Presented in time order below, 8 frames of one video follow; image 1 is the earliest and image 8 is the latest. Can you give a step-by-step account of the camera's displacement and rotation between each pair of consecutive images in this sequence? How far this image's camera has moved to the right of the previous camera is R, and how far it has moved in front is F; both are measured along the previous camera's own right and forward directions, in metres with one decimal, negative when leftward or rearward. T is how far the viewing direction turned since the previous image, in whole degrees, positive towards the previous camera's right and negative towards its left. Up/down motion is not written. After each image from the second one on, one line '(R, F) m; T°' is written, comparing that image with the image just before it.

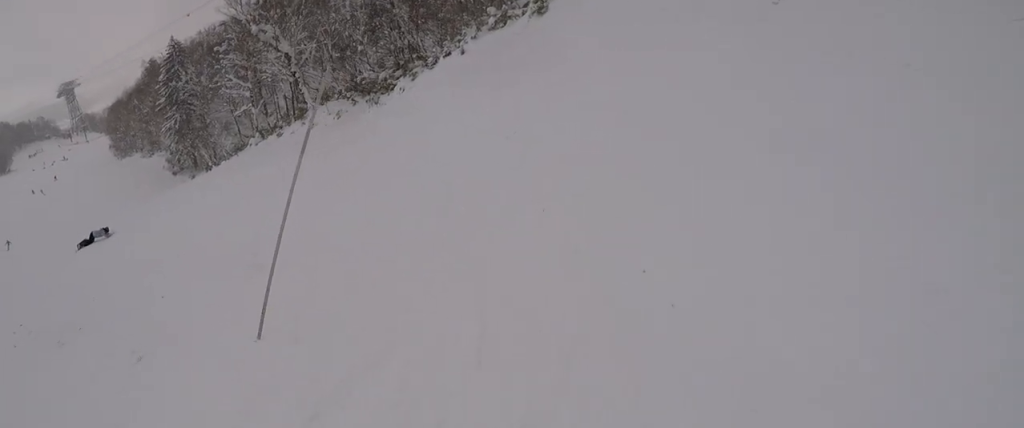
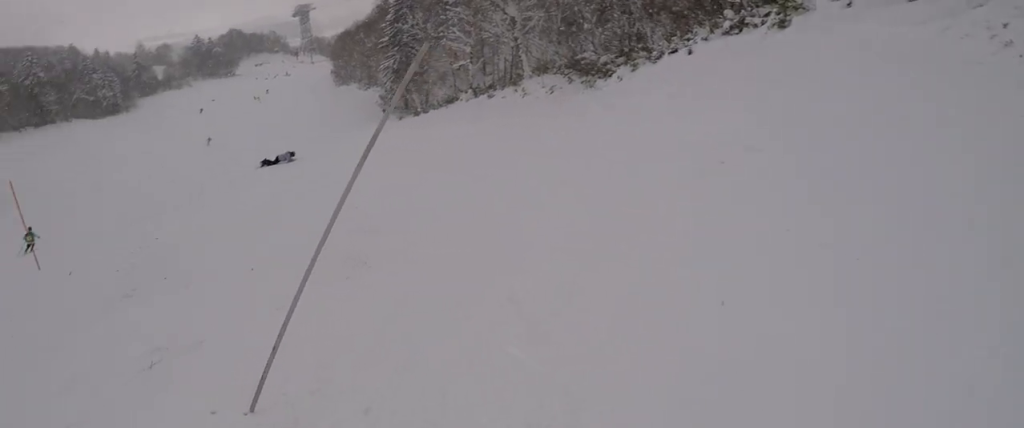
(+0.2, +2.0) m; -2°
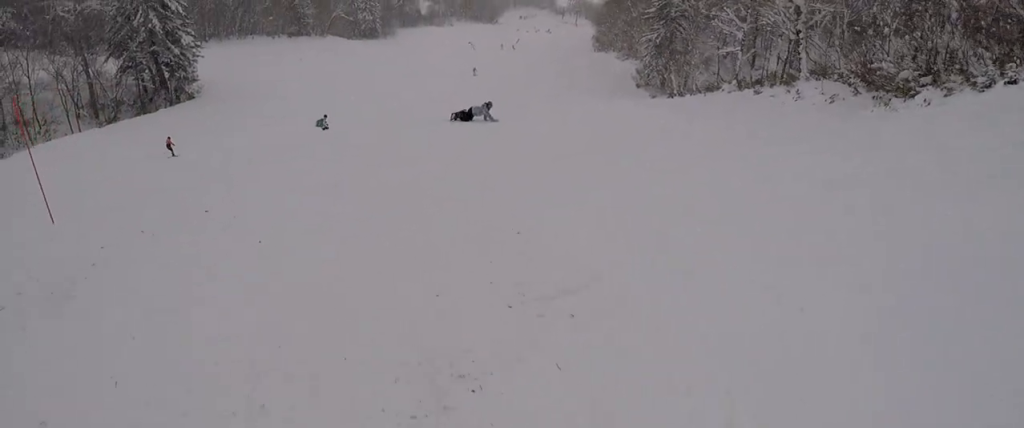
(-1.4, +7.1) m; -22°
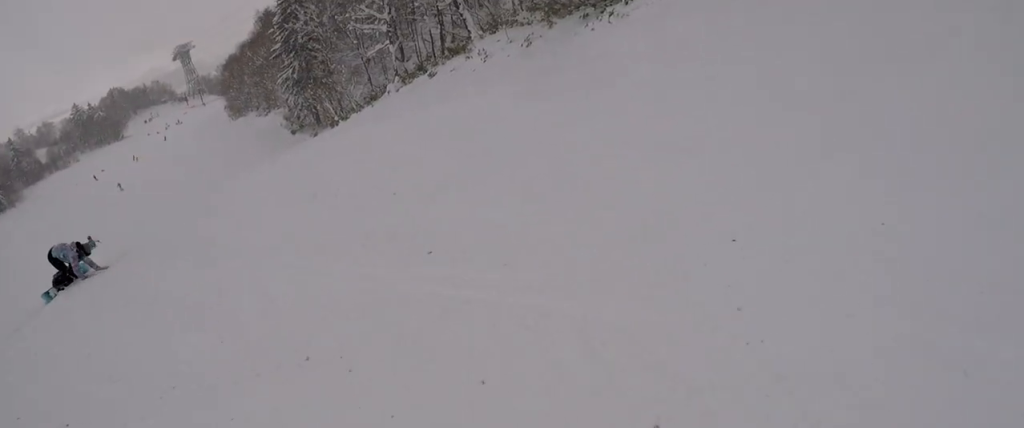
(+0.2, +7.1) m; +17°
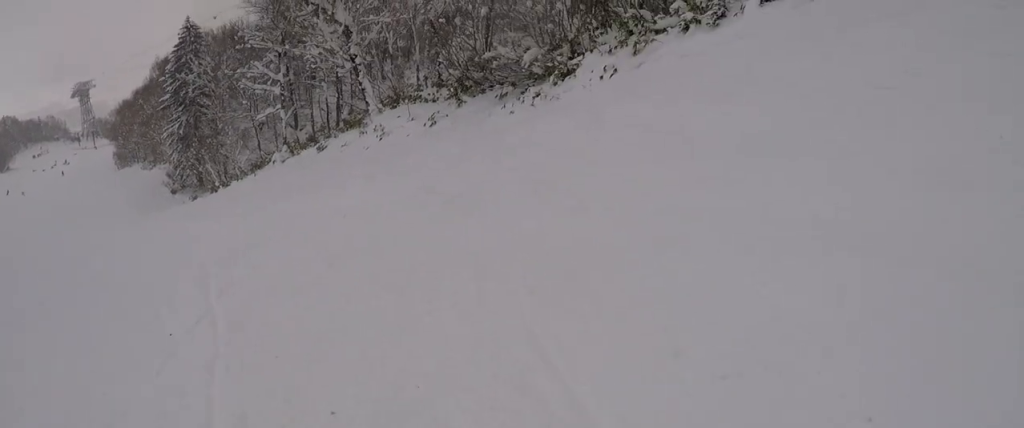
(+0.8, +4.7) m; +12°
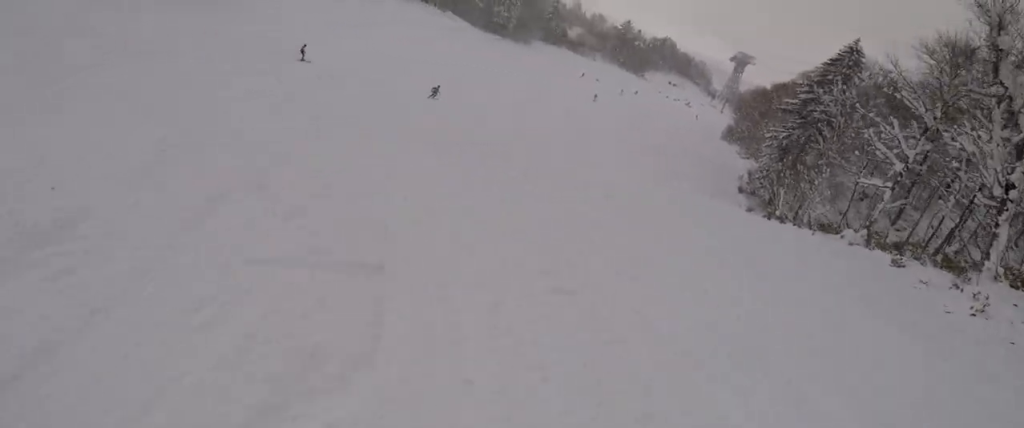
(+0.2, +10.1) m; -31°
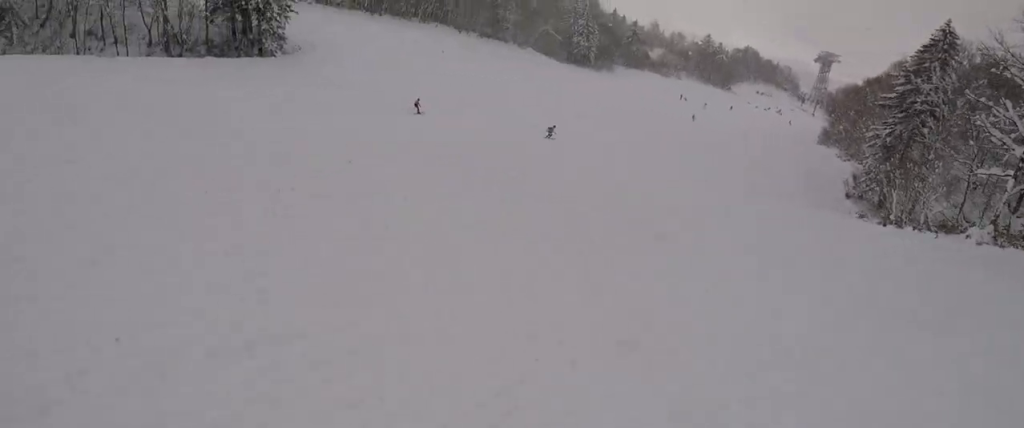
(-1.4, +1.7) m; -13°
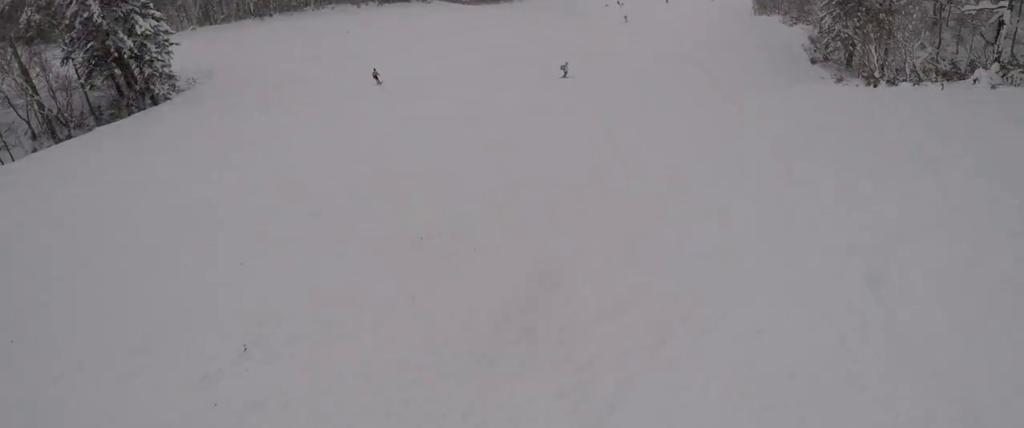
(-1.2, +4.6) m; -4°
